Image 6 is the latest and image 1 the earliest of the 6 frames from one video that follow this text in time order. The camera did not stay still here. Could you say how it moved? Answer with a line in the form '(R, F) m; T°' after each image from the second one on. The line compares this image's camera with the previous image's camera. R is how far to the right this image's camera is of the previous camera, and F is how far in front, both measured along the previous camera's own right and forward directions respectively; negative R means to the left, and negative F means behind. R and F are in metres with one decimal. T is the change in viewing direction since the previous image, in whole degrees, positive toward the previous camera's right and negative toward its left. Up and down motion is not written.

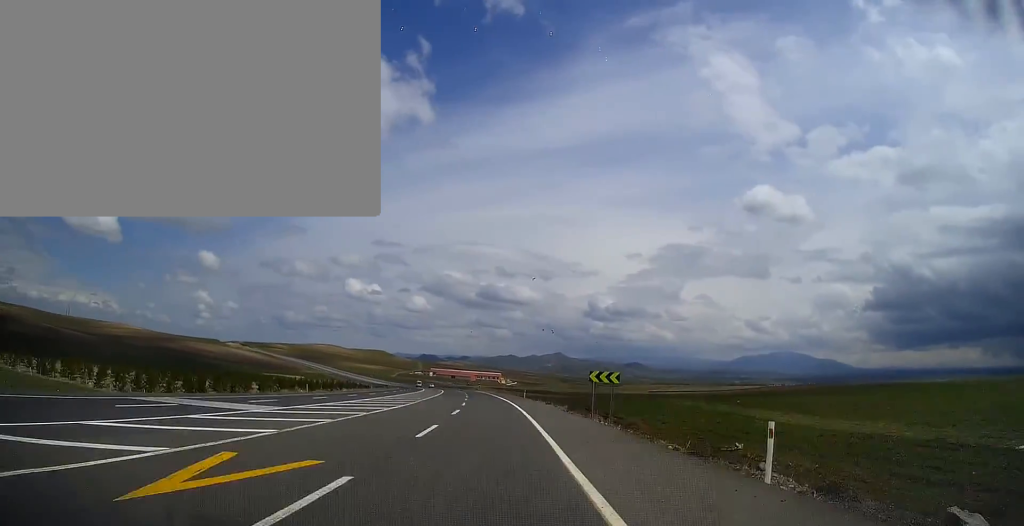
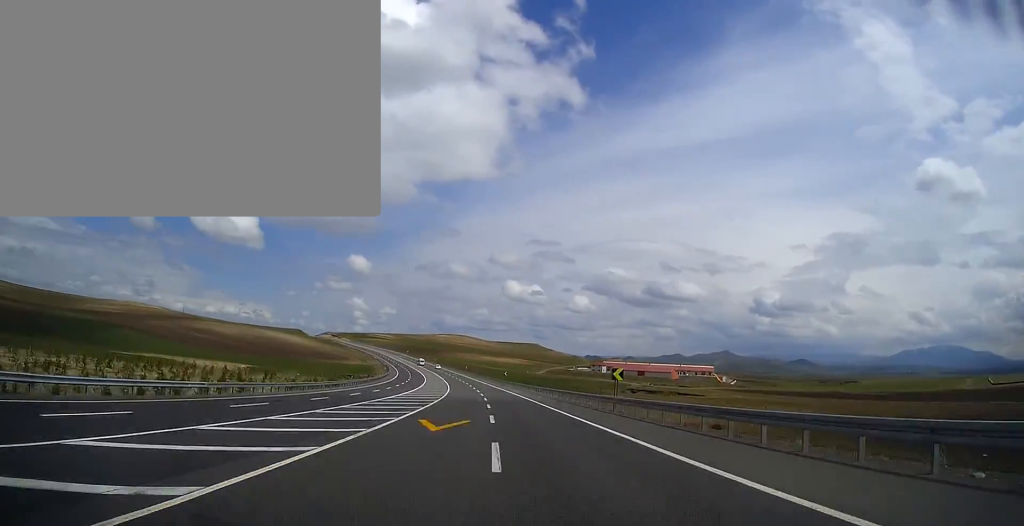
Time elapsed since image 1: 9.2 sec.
(-29.6, +293.1) m; -14°
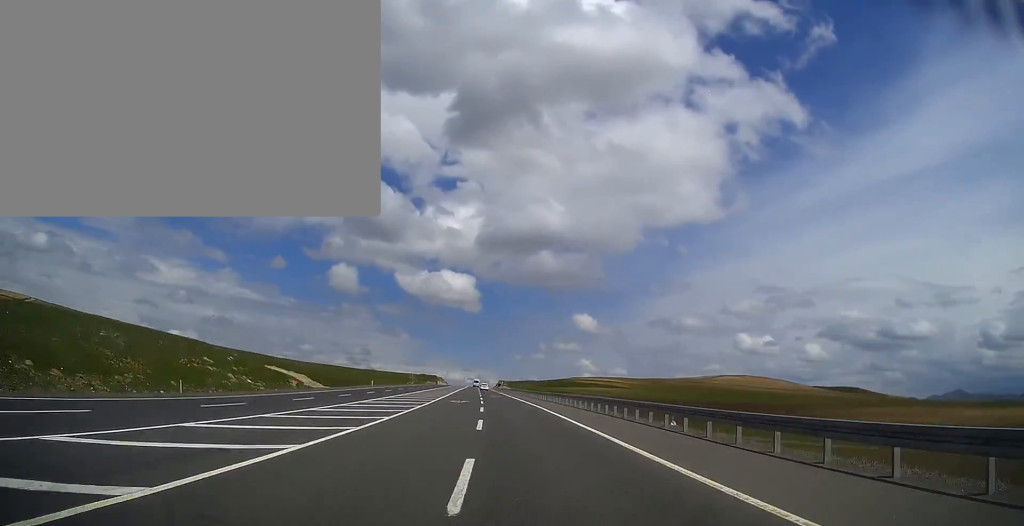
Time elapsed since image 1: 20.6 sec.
(-64.8, +365.7) m; -17°
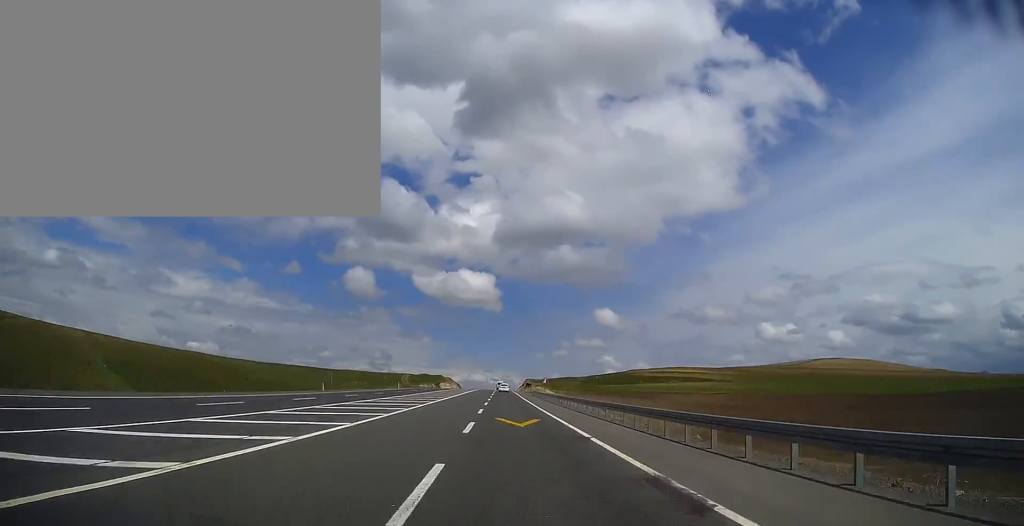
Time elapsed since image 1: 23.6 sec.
(-3.3, +95.6) m; -1°
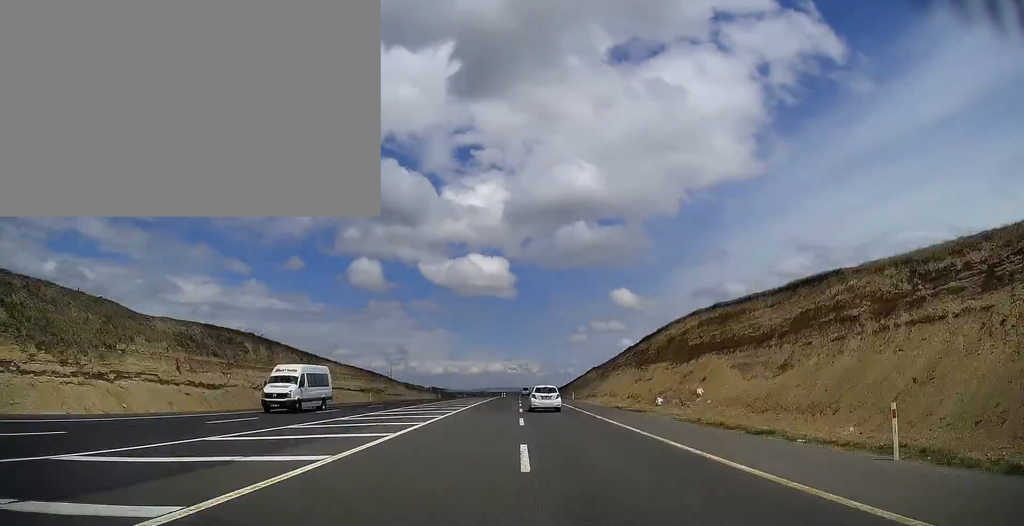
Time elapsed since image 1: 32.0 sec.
(-6.6, +264.9) m; -1°
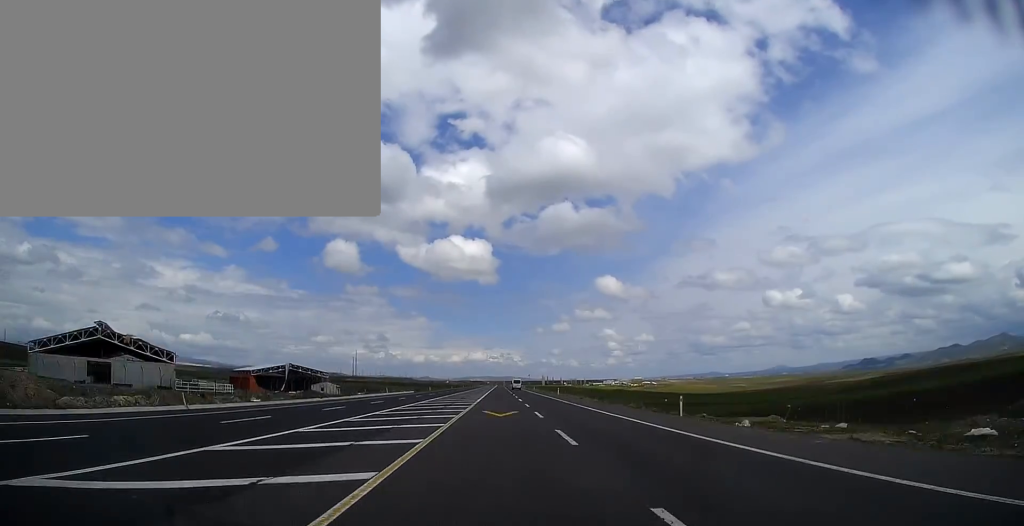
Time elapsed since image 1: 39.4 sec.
(+1.7, +230.7) m; +1°
